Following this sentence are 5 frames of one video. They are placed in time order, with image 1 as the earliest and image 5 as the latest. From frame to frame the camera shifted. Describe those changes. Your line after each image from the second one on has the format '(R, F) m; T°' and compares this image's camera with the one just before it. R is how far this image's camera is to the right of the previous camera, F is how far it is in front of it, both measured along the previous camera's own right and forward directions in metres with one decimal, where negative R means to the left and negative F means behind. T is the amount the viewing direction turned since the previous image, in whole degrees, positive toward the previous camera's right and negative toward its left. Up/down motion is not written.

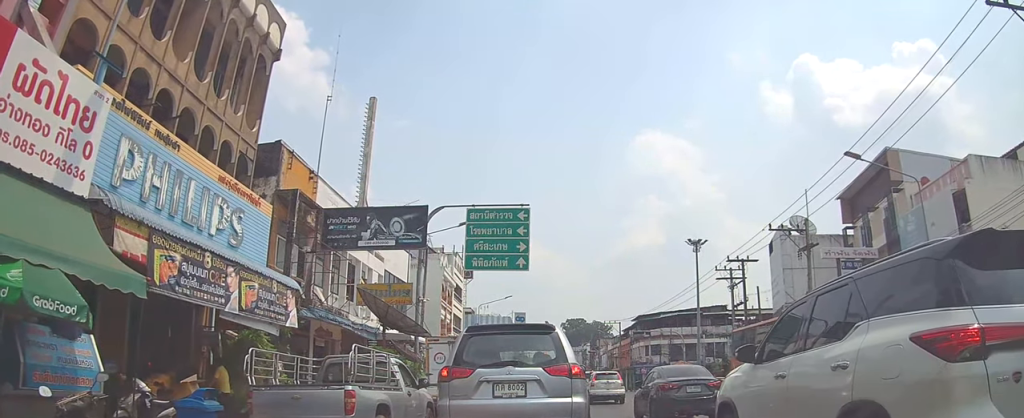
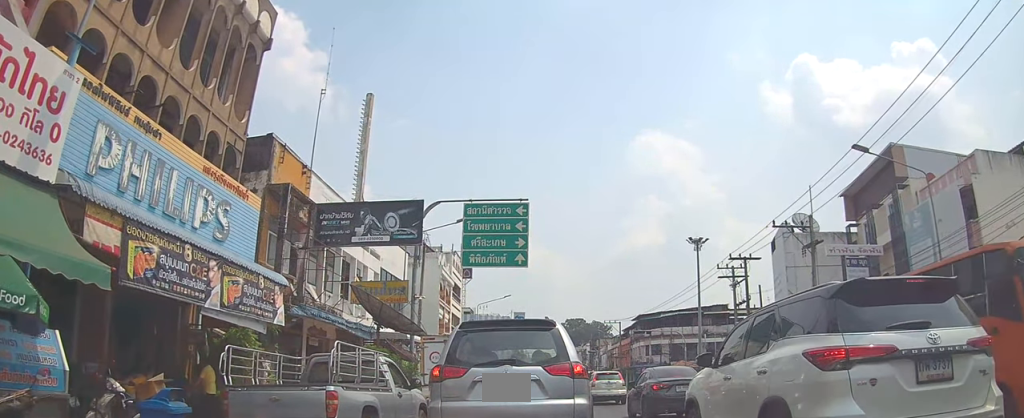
(0.0, +1.1) m; 0°
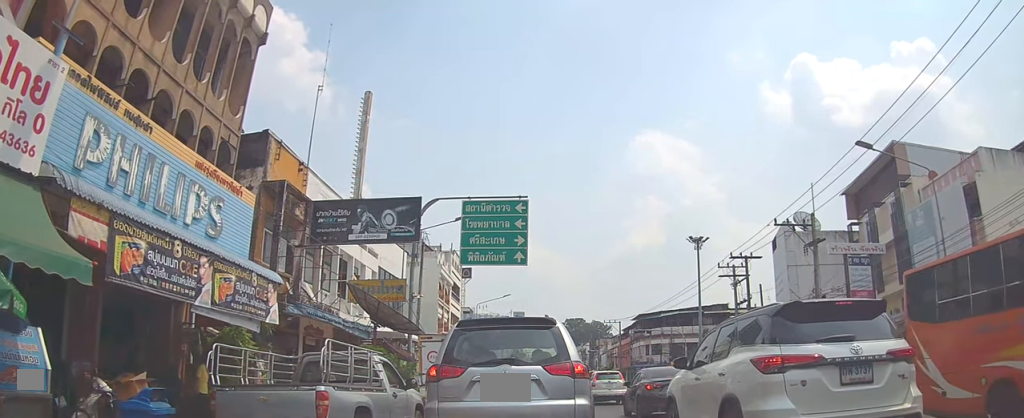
(0.0, +0.6) m; 0°
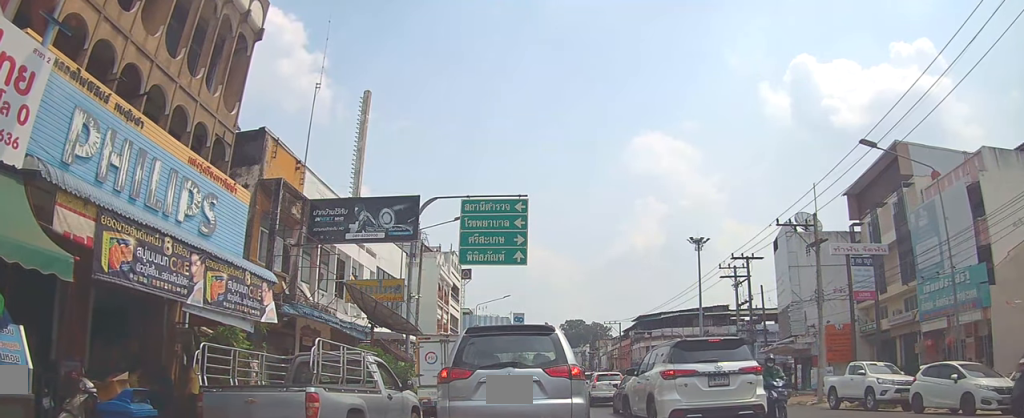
(0.0, +2.4) m; 0°
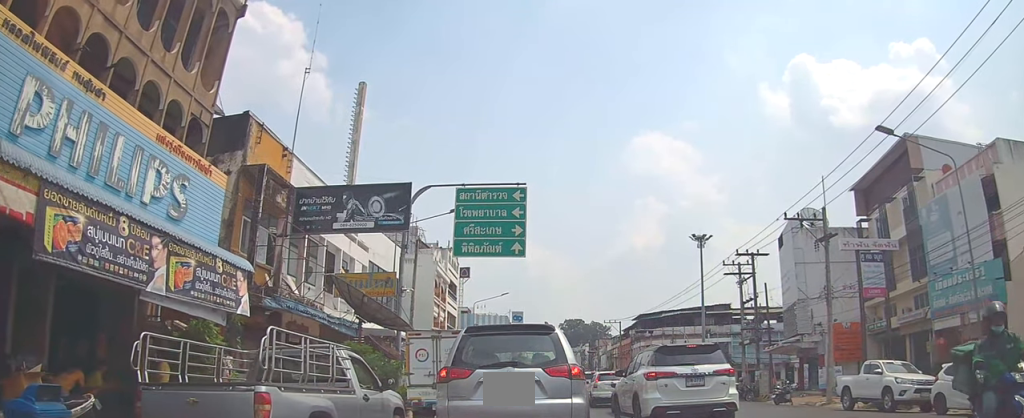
(0.0, +2.3) m; 0°
